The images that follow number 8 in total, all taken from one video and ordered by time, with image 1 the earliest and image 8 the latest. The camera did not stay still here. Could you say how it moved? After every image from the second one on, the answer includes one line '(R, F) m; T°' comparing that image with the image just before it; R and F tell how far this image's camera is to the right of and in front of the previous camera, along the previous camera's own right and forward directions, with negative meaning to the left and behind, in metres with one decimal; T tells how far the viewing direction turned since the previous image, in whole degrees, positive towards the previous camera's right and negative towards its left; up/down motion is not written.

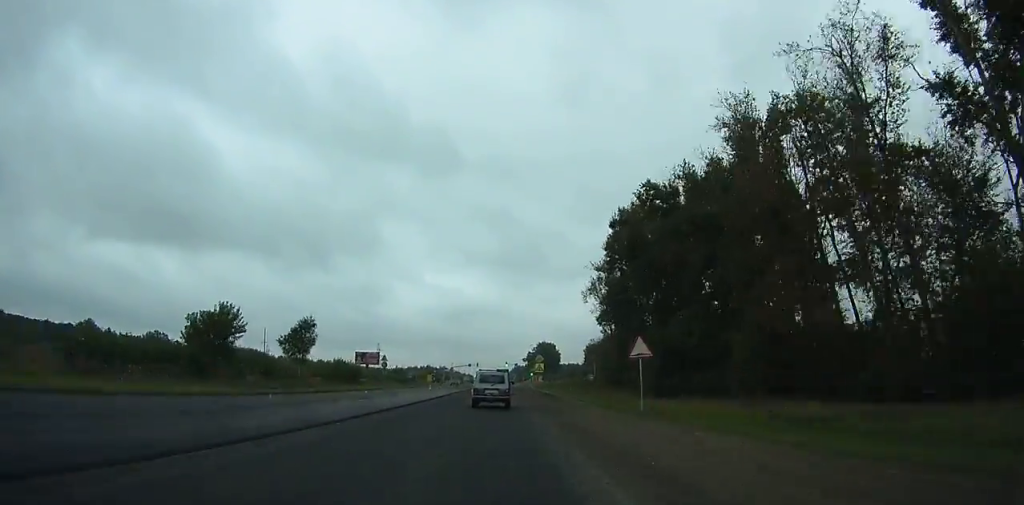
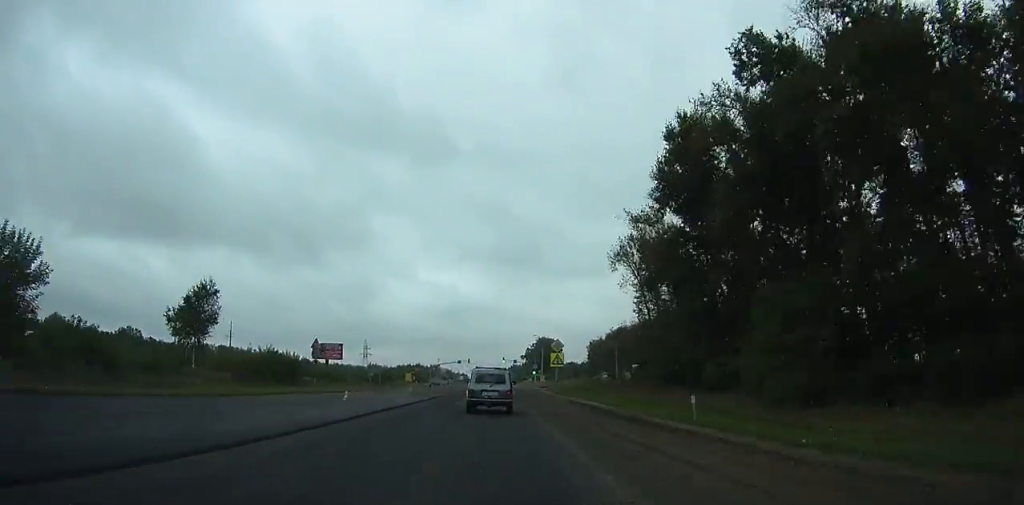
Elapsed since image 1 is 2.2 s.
(-0.1, +30.2) m; 0°
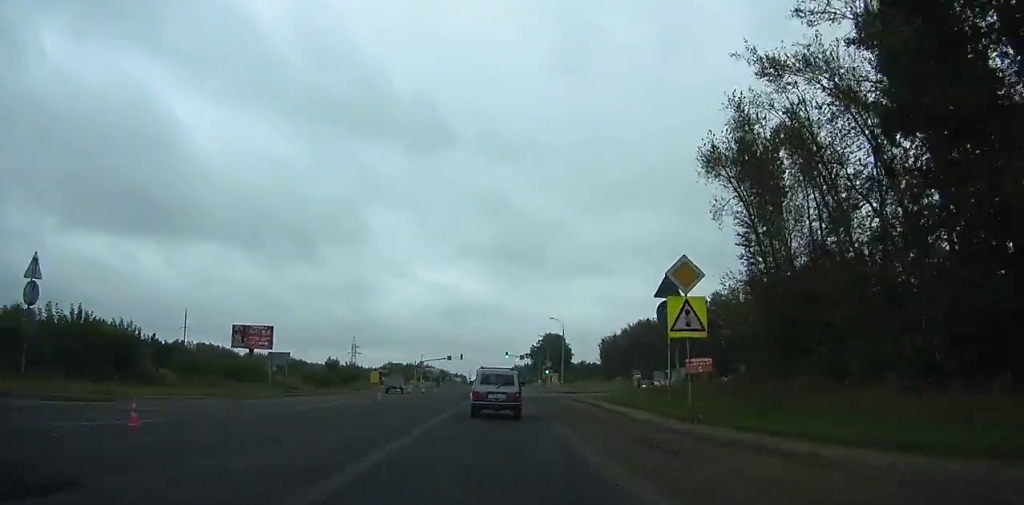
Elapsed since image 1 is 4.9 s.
(-0.2, +36.2) m; 0°
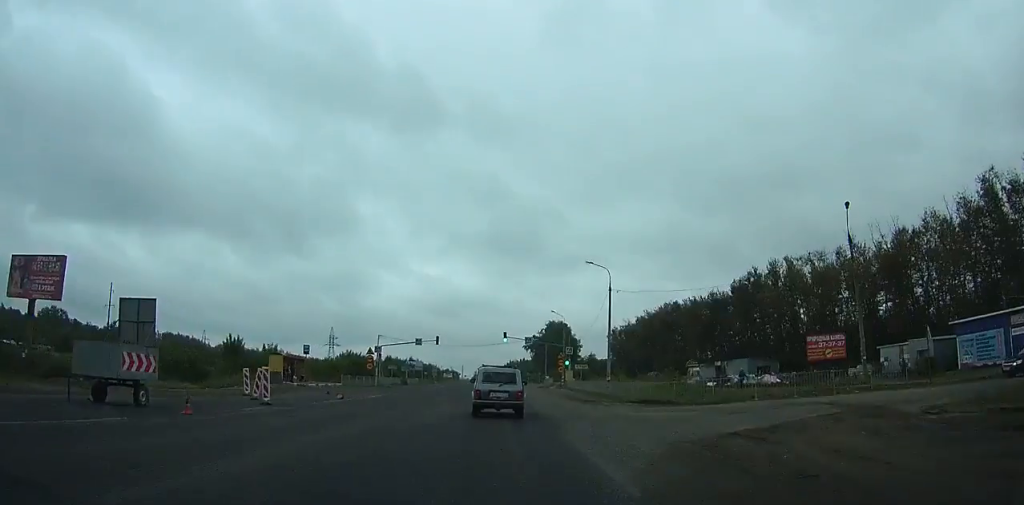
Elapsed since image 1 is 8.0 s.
(+0.2, +40.7) m; +1°
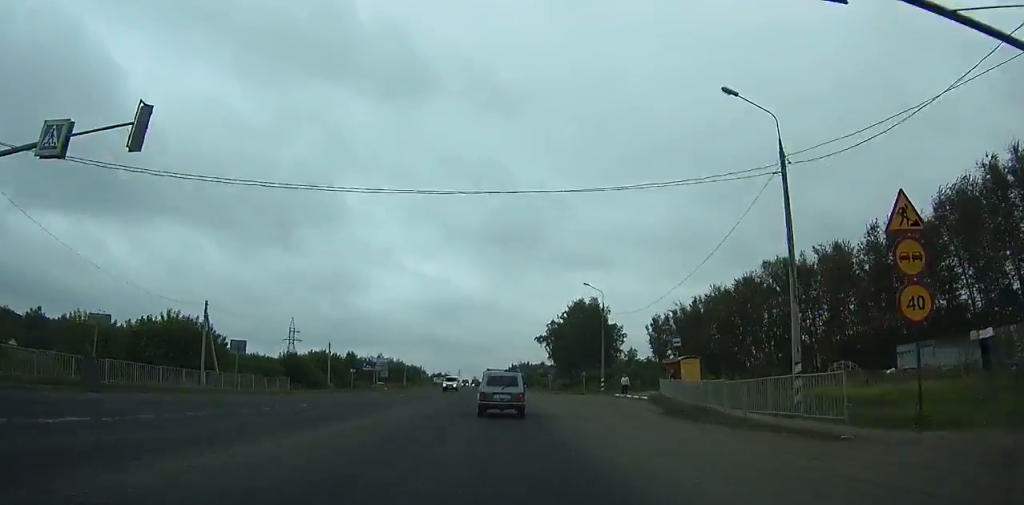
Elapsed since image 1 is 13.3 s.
(+0.4, +70.7) m; 0°
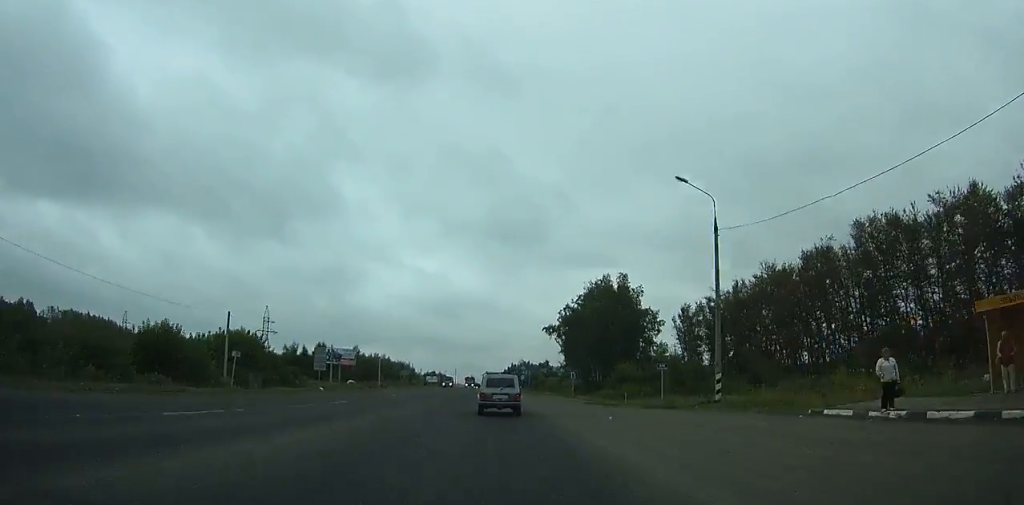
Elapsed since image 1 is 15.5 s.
(-0.2, +31.0) m; 0°
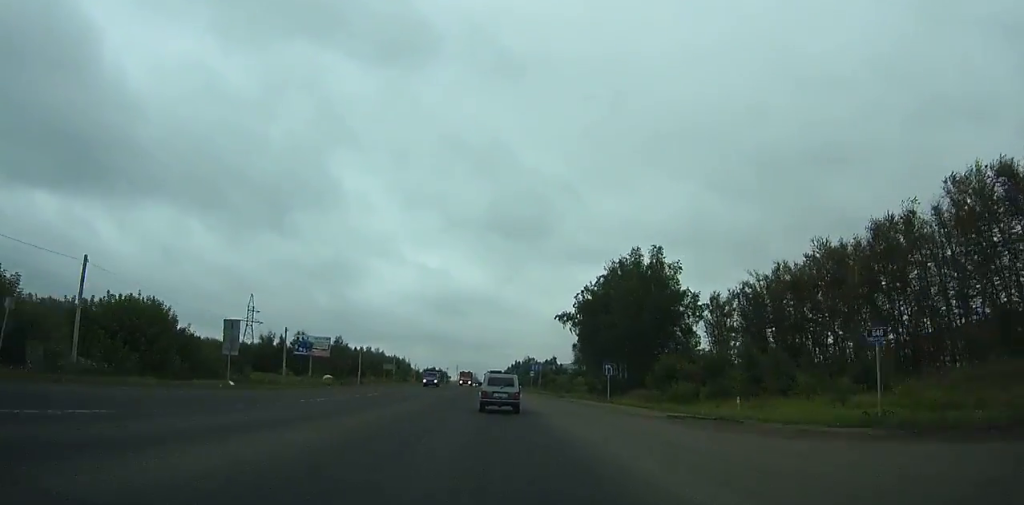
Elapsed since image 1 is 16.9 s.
(0.0, +20.3) m; 0°
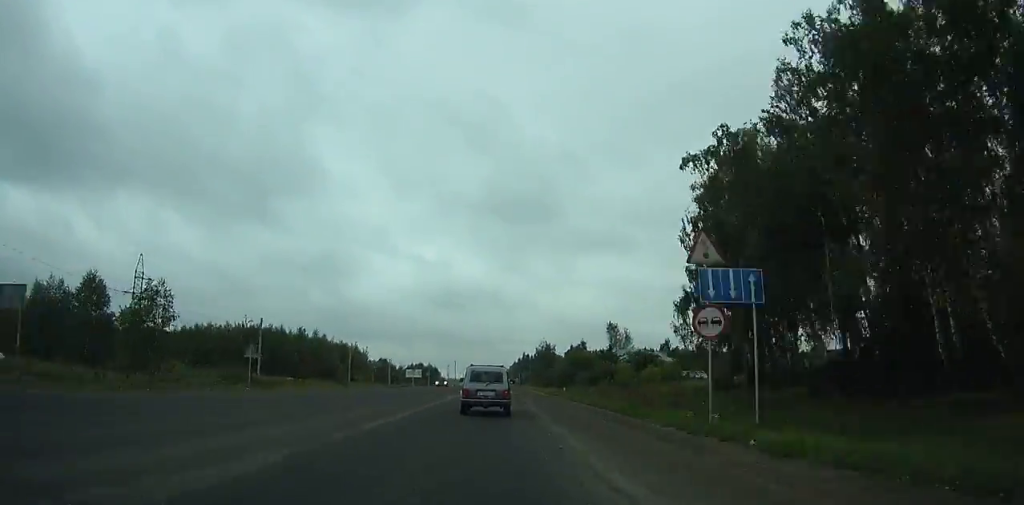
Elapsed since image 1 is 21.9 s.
(-0.1, +74.3) m; -1°
